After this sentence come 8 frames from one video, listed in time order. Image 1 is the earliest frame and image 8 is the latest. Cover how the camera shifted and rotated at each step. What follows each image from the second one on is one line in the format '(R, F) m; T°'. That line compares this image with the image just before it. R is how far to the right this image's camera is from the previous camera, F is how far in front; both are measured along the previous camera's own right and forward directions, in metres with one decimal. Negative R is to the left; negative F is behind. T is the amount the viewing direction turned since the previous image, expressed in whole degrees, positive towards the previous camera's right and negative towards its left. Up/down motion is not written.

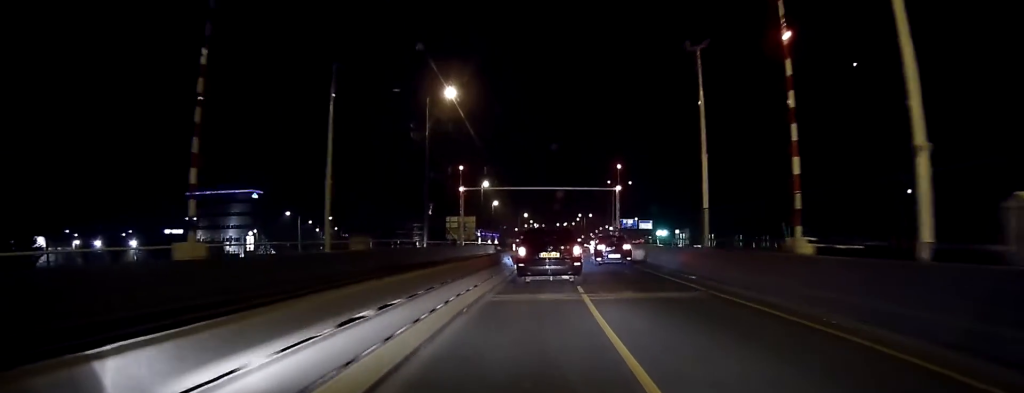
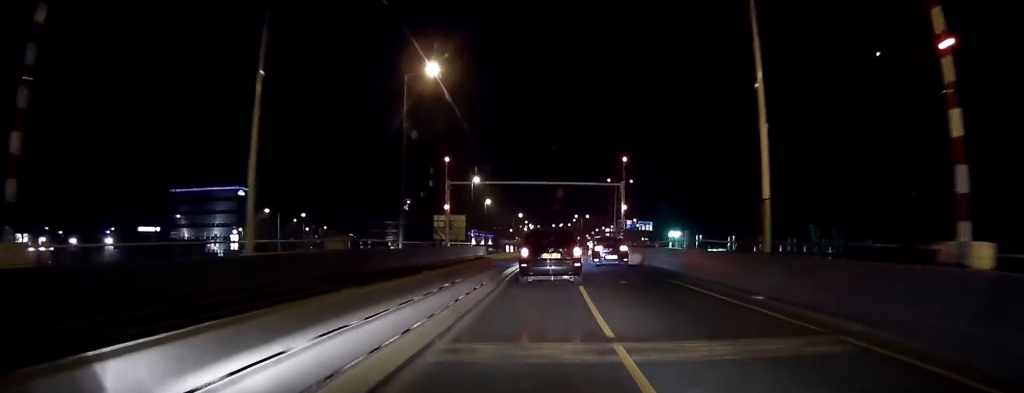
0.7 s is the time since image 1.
(0.0, +6.6) m; +1°
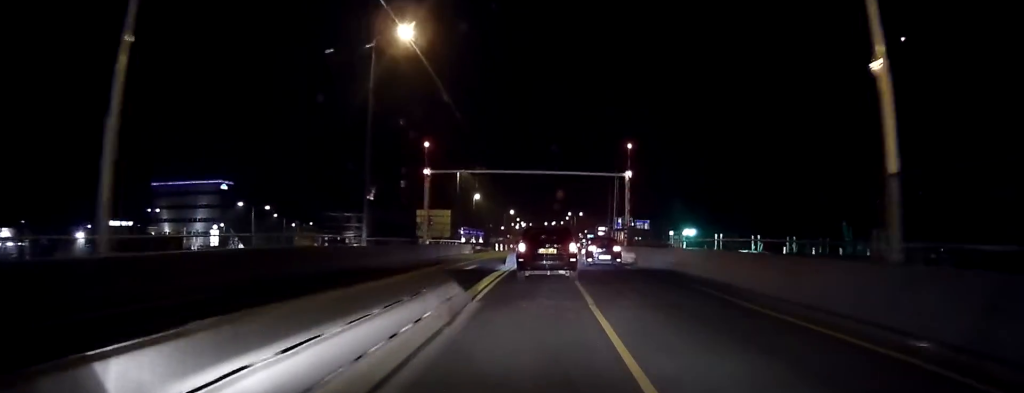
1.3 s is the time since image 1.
(0.0, +6.6) m; +2°
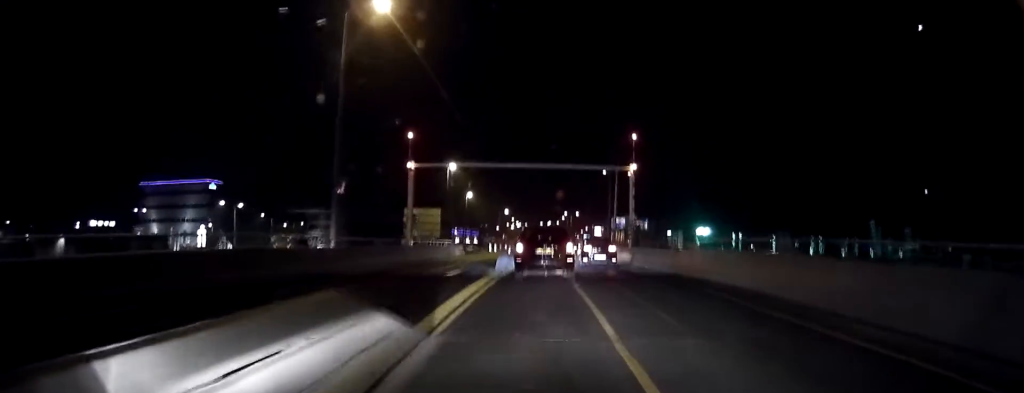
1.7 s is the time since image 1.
(+0.1, +4.6) m; +1°
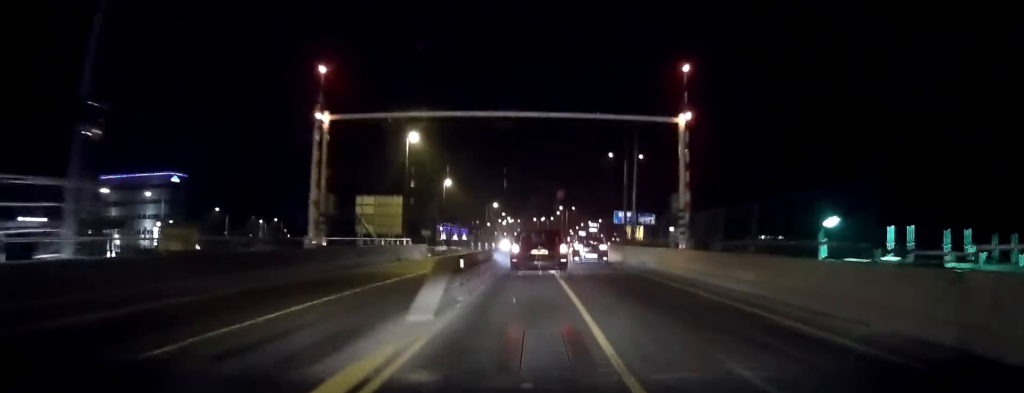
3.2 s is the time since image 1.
(+0.6, +17.5) m; +2°
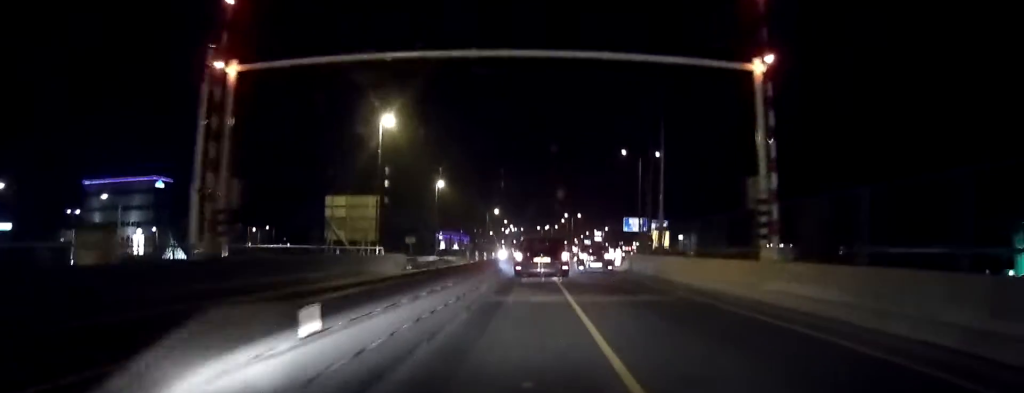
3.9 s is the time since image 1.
(0.0, +9.6) m; -1°
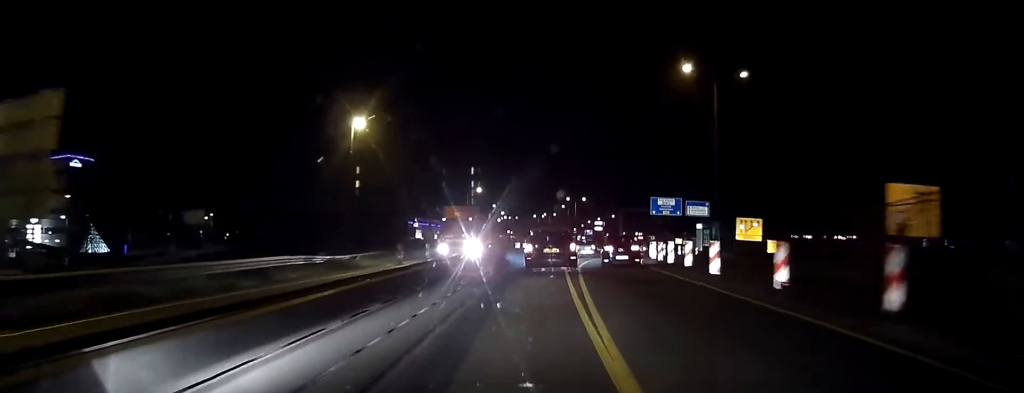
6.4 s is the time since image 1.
(-0.5, +33.4) m; +1°
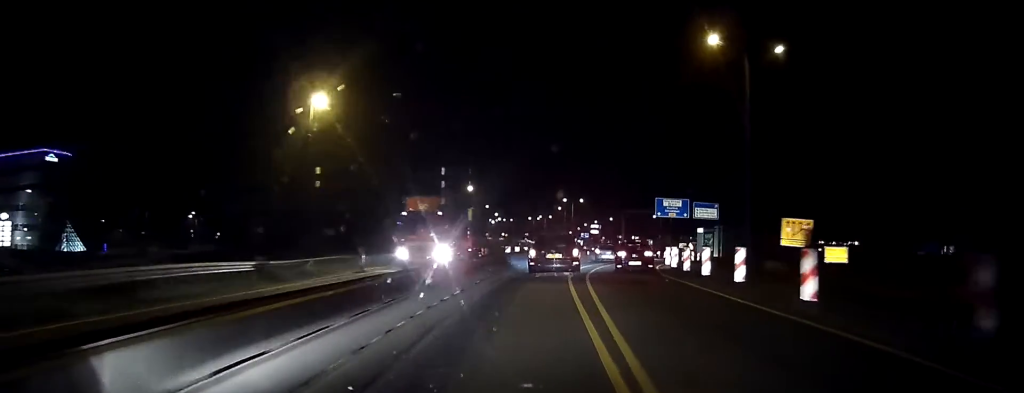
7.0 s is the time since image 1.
(+0.1, +7.7) m; +1°
